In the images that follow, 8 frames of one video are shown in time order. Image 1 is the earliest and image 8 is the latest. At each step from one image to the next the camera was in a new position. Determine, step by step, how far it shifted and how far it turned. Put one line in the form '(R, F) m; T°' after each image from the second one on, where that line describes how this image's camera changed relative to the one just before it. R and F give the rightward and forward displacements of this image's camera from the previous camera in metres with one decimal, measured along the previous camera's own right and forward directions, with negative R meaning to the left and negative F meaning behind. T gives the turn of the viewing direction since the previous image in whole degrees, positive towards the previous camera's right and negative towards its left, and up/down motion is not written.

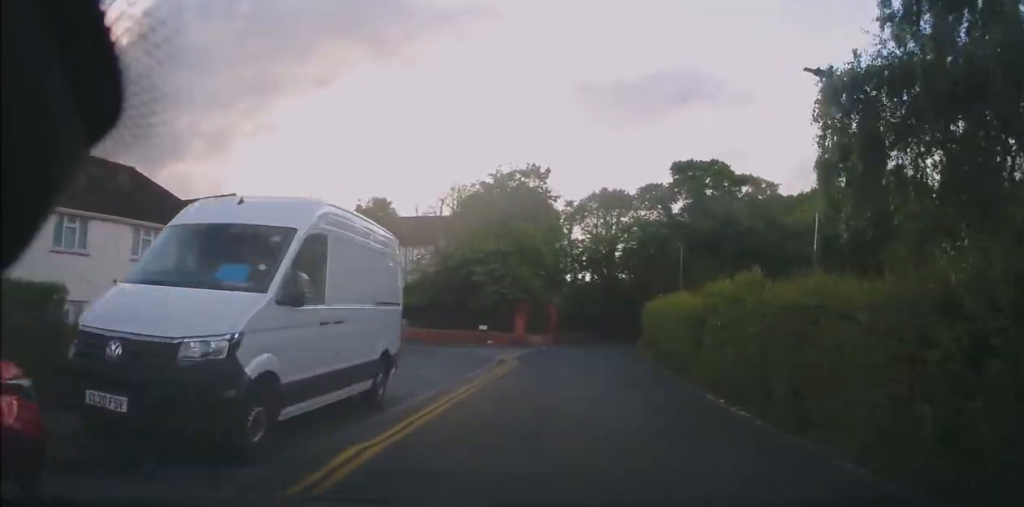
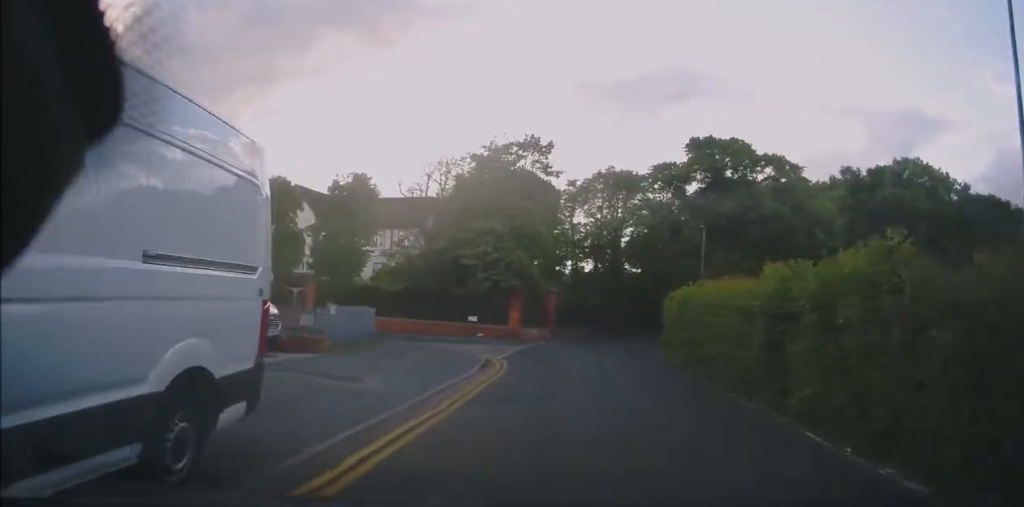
(+0.1, +5.0) m; 0°
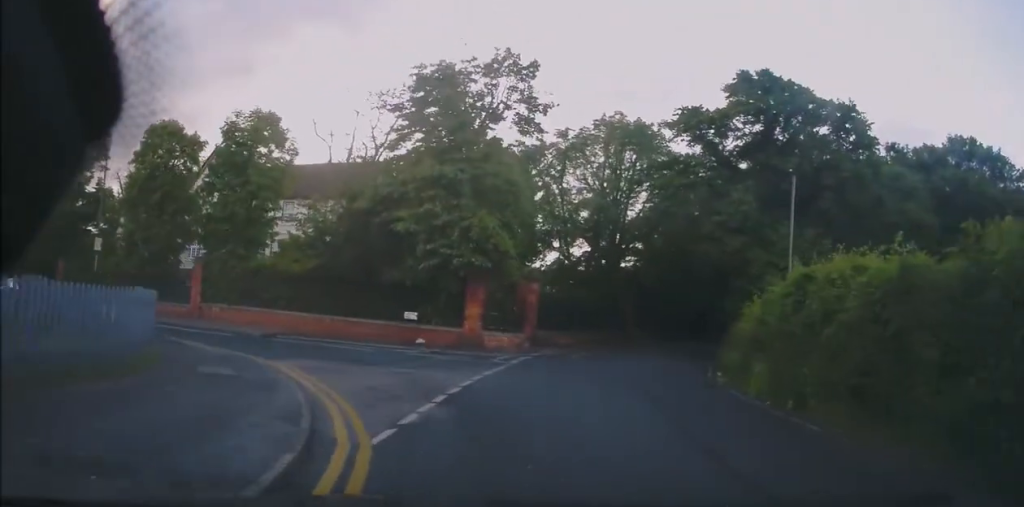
(-0.1, +12.5) m; +6°
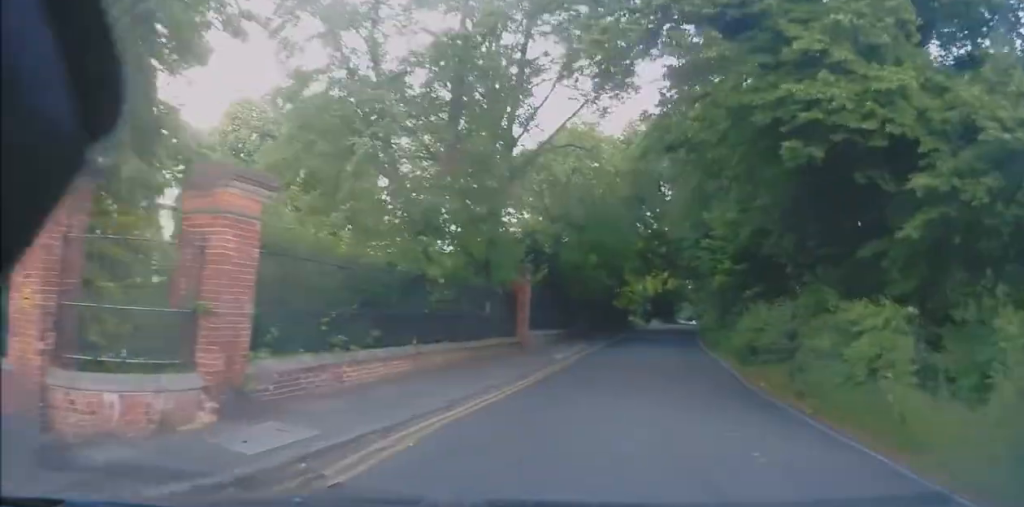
(+1.9, +18.1) m; +11°
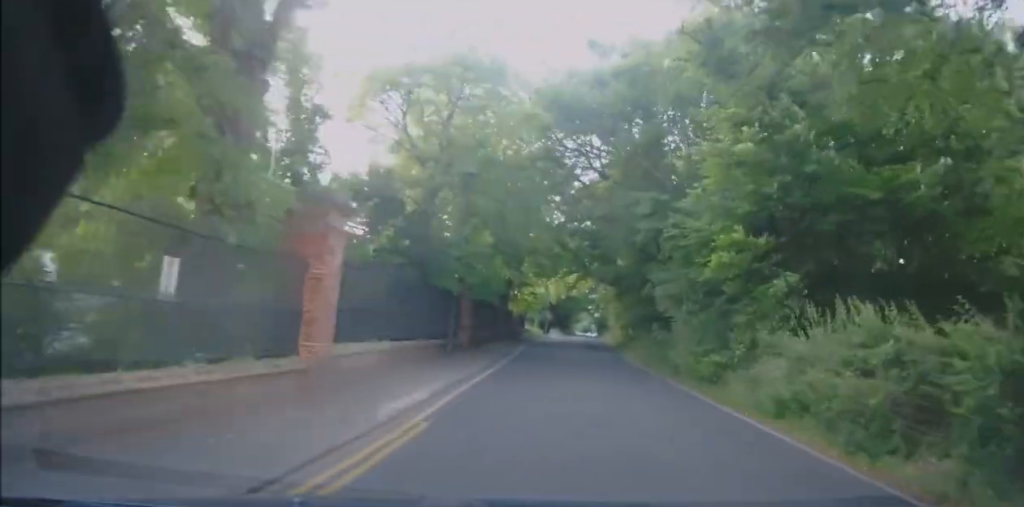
(+1.1, +11.2) m; +8°
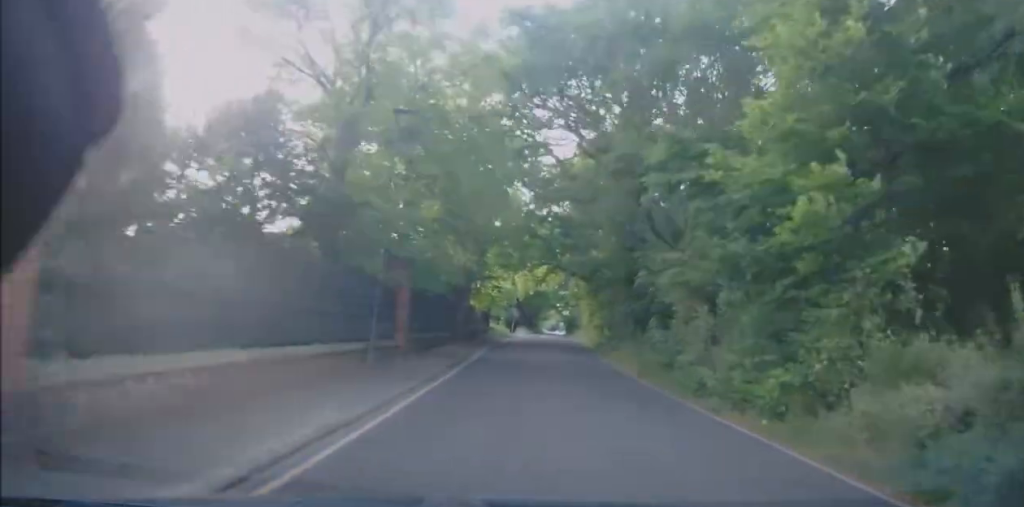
(+0.2, +5.6) m; +1°
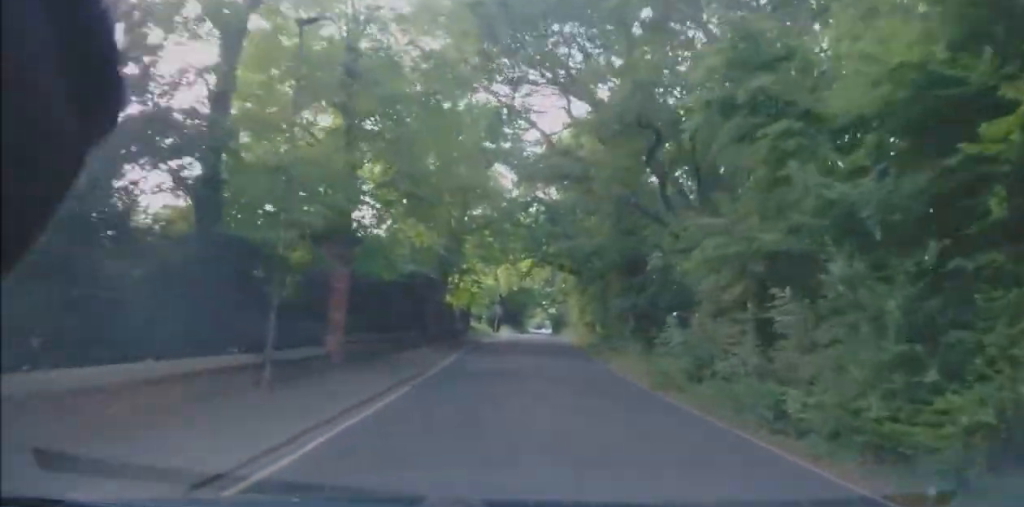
(0.0, +4.7) m; +1°
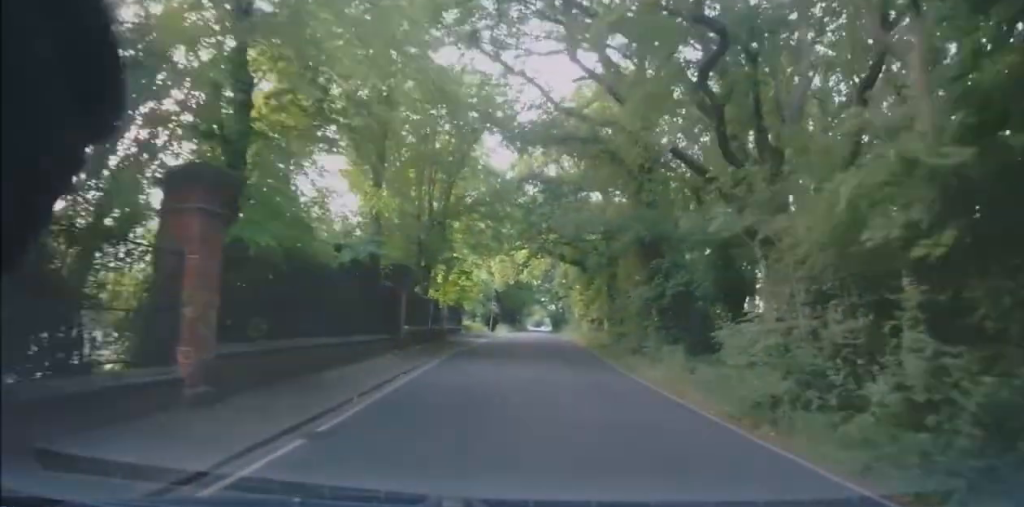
(-0.1, +5.5) m; +1°
